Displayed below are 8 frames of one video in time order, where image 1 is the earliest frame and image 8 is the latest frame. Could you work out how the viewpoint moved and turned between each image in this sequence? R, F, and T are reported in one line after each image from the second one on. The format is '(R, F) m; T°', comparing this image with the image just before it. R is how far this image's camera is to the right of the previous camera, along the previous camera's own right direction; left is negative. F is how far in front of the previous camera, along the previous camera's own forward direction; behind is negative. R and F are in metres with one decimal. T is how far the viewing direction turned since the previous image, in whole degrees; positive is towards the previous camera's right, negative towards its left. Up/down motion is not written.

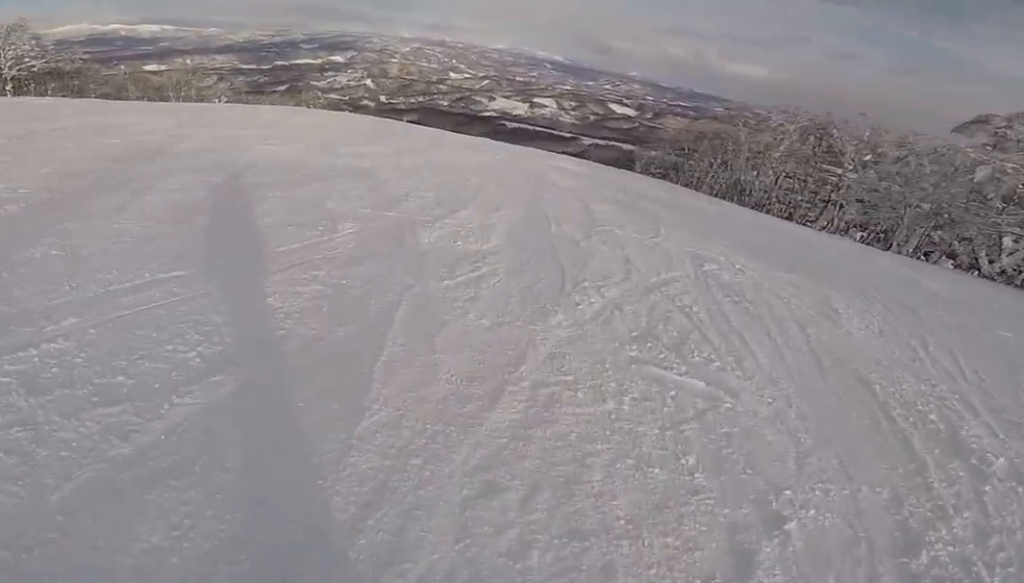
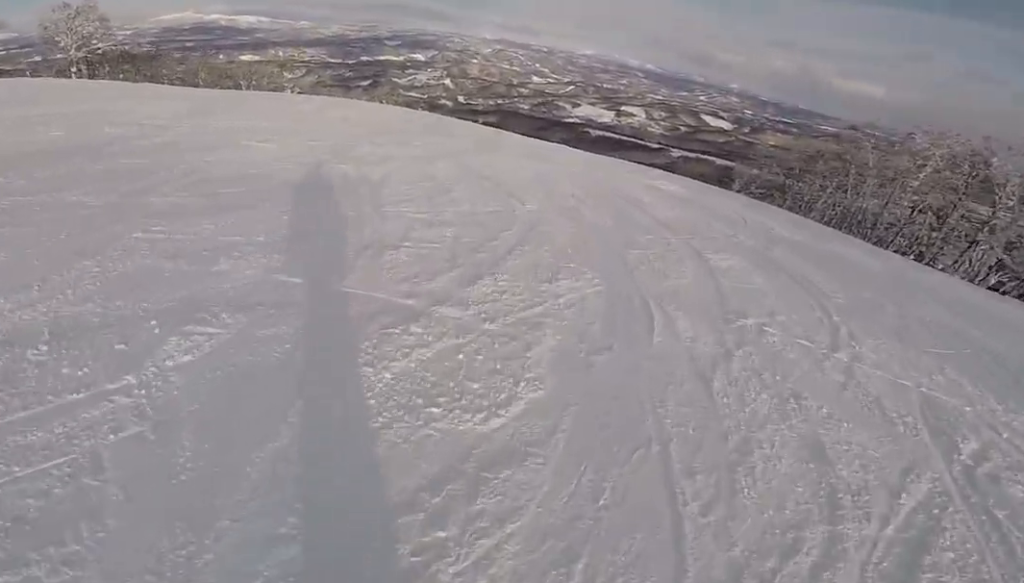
(0.0, +3.7) m; -14°
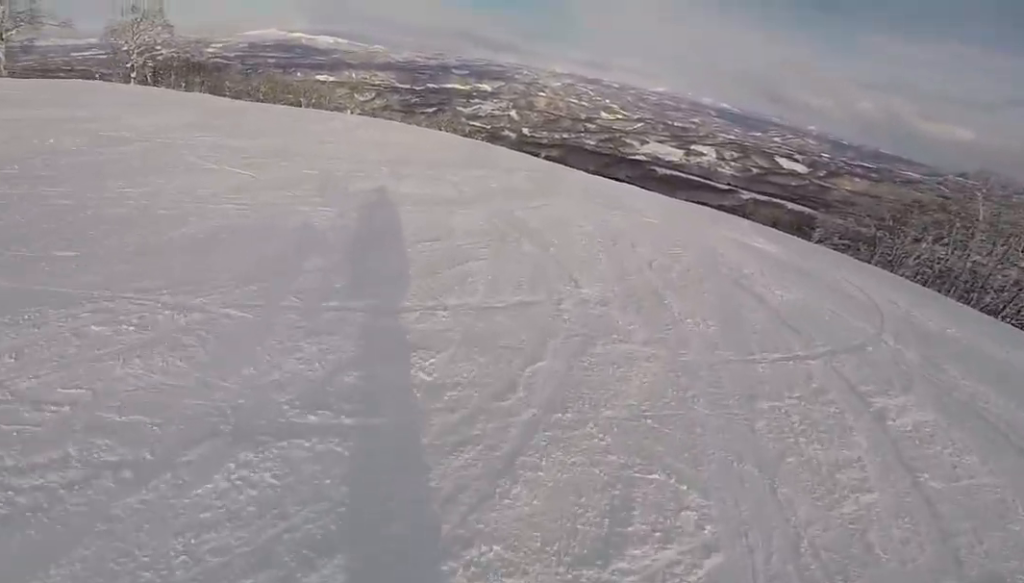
(-0.6, +2.9) m; -7°
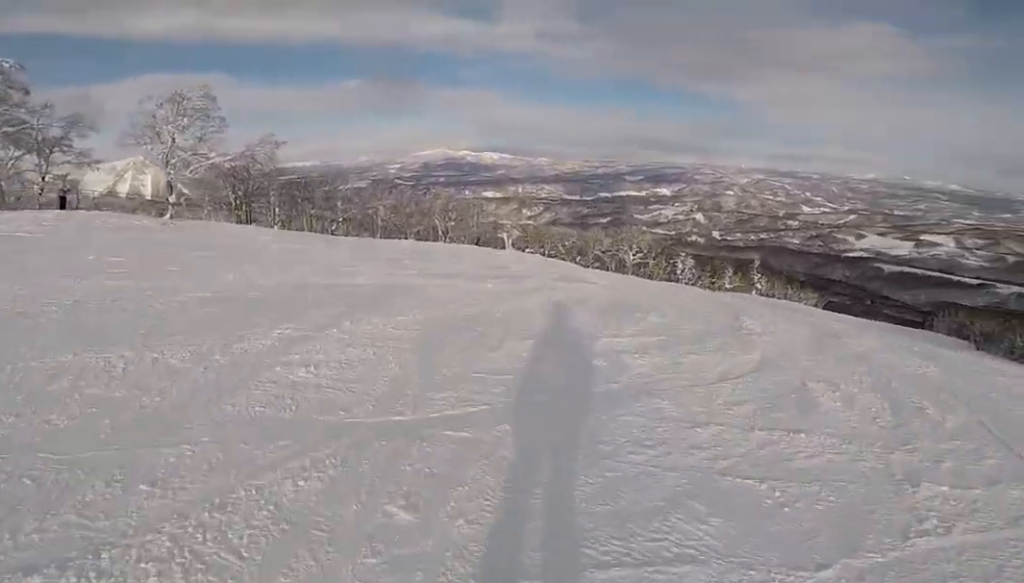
(-4.6, +18.0) m; -24°
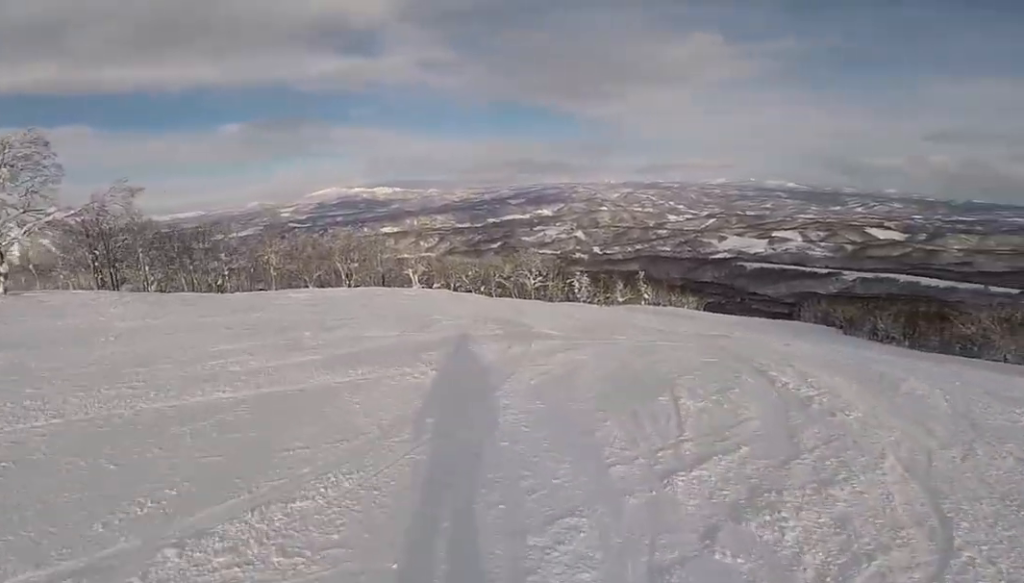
(-0.1, +3.6) m; +4°
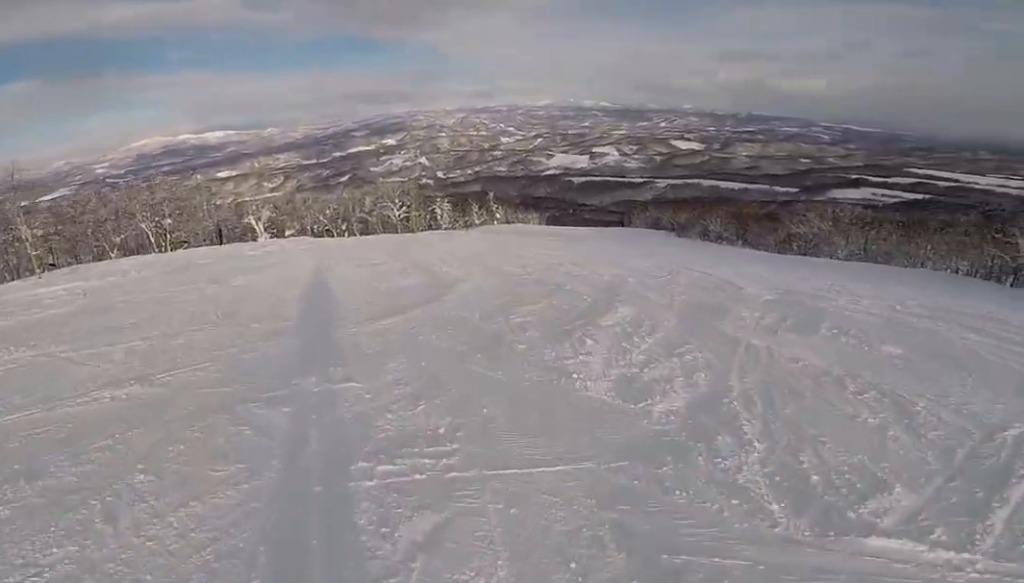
(+1.0, +9.8) m; +23°
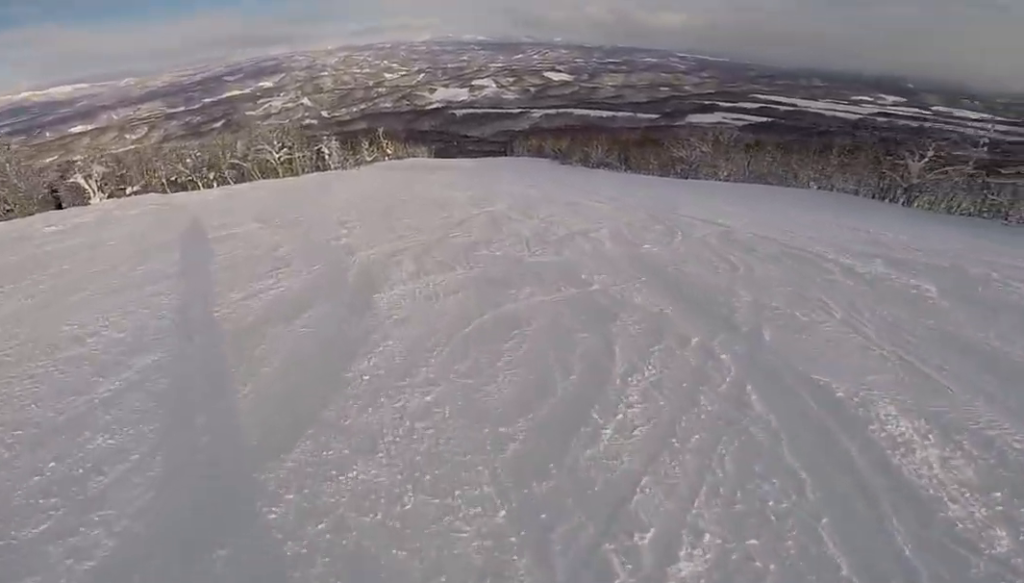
(+1.4, +6.3) m; +22°
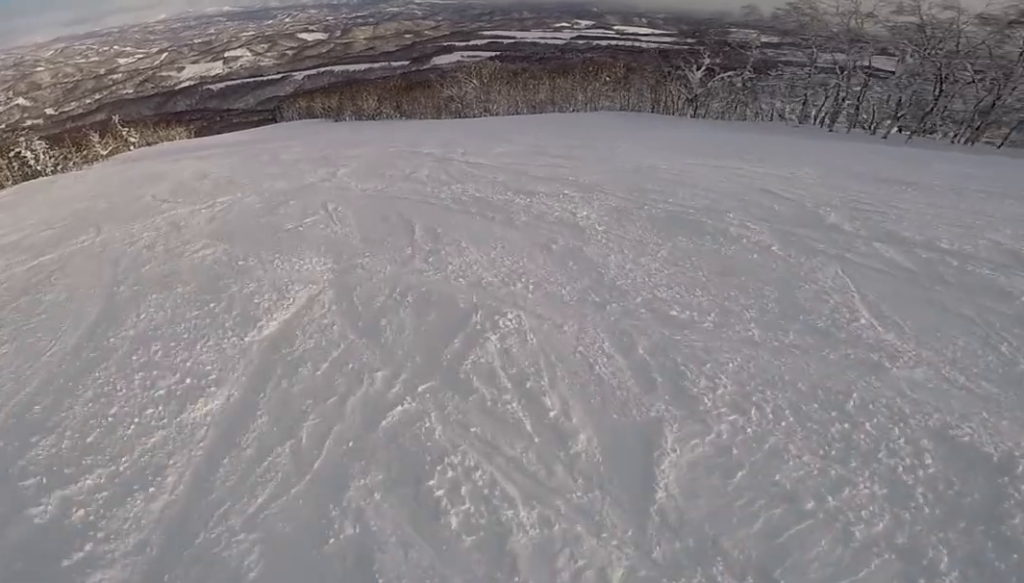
(+2.7, +10.7) m; +20°
